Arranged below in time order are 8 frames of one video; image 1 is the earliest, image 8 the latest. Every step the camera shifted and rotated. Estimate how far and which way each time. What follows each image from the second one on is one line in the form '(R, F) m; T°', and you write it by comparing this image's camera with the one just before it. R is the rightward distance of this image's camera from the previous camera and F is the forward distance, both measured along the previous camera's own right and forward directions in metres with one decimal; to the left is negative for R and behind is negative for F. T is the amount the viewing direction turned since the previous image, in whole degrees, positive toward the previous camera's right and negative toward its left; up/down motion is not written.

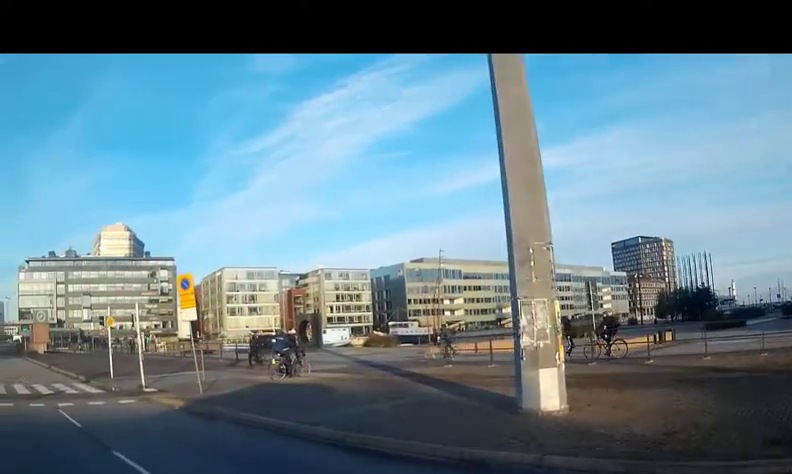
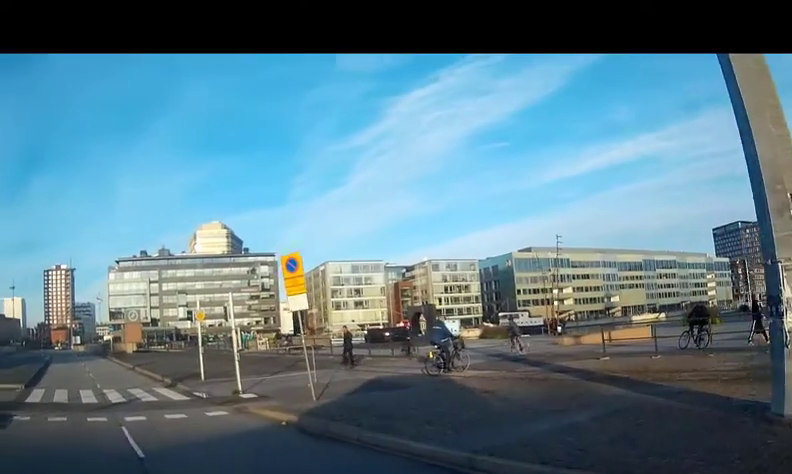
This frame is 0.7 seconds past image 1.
(-0.1, +3.2) m; -17°
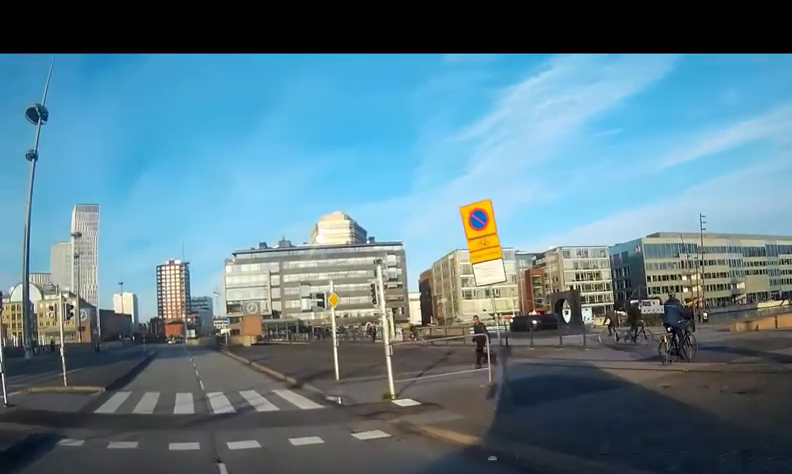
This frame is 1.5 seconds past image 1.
(-1.1, +3.6) m; -15°
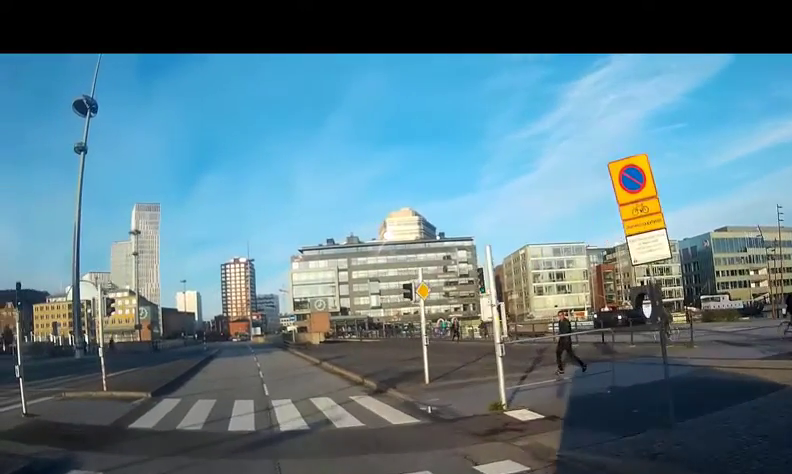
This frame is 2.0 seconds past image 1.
(-0.1, +2.4) m; -6°
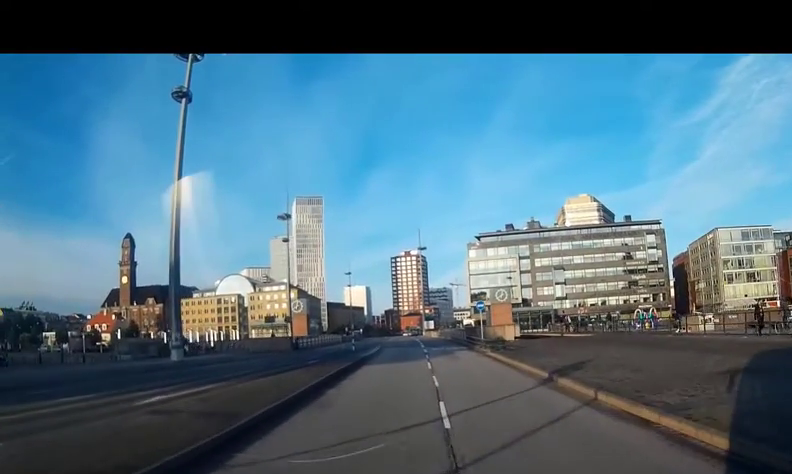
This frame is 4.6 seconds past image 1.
(-1.9, +12.7) m; -8°
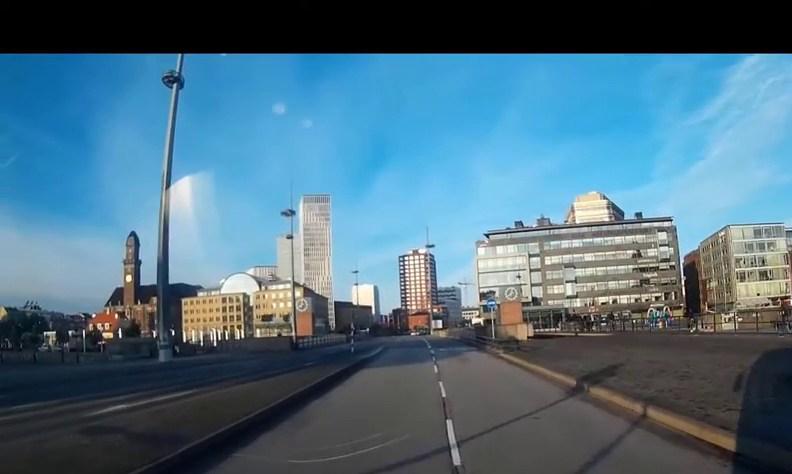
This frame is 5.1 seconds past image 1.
(0.0, +2.4) m; +1°
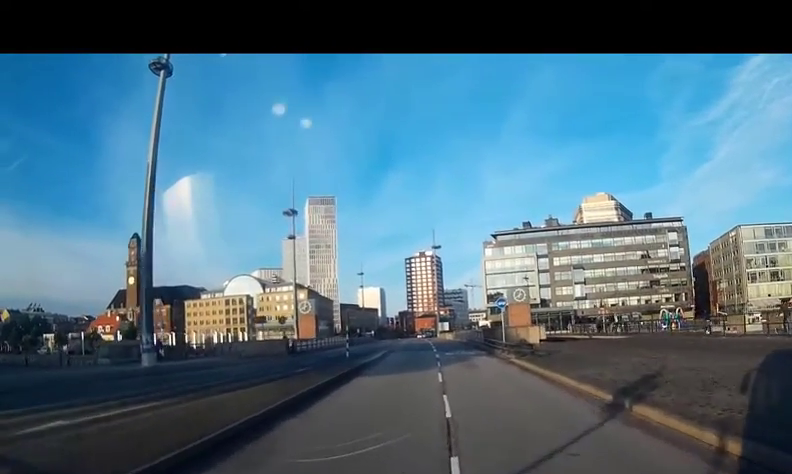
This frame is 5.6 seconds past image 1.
(0.0, +2.5) m; +1°
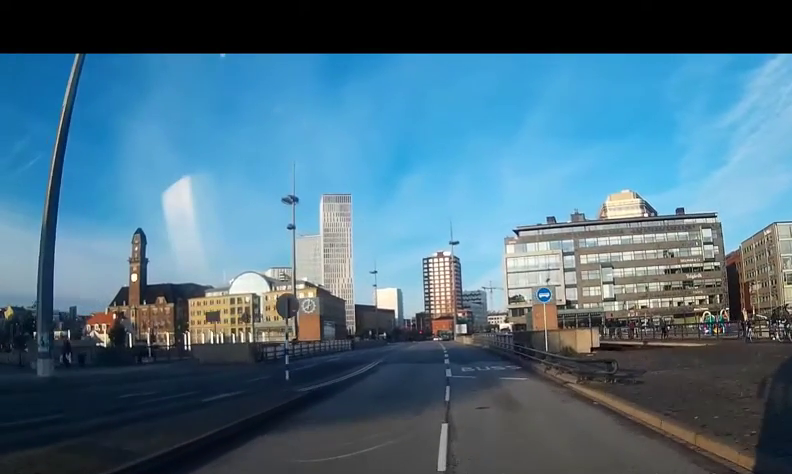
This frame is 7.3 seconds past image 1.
(-0.4, +9.8) m; -2°
